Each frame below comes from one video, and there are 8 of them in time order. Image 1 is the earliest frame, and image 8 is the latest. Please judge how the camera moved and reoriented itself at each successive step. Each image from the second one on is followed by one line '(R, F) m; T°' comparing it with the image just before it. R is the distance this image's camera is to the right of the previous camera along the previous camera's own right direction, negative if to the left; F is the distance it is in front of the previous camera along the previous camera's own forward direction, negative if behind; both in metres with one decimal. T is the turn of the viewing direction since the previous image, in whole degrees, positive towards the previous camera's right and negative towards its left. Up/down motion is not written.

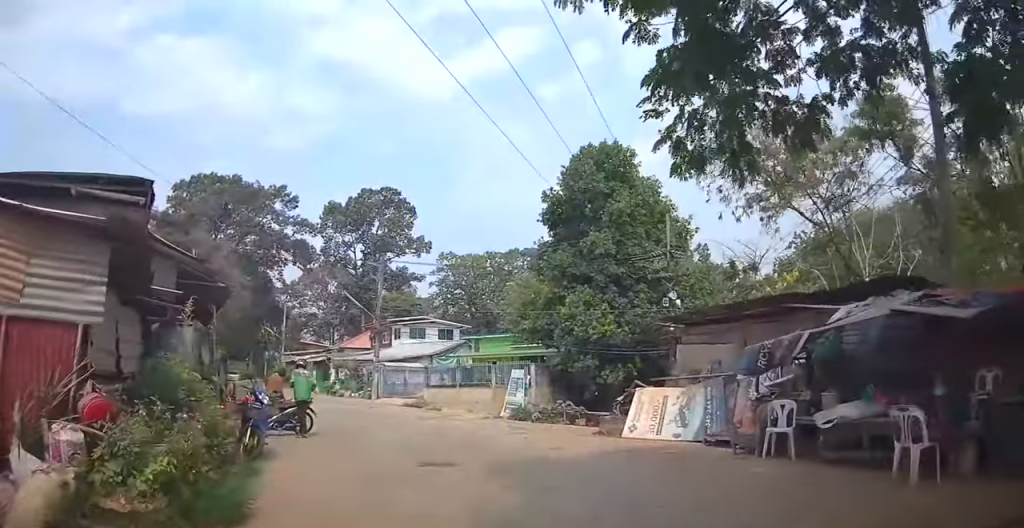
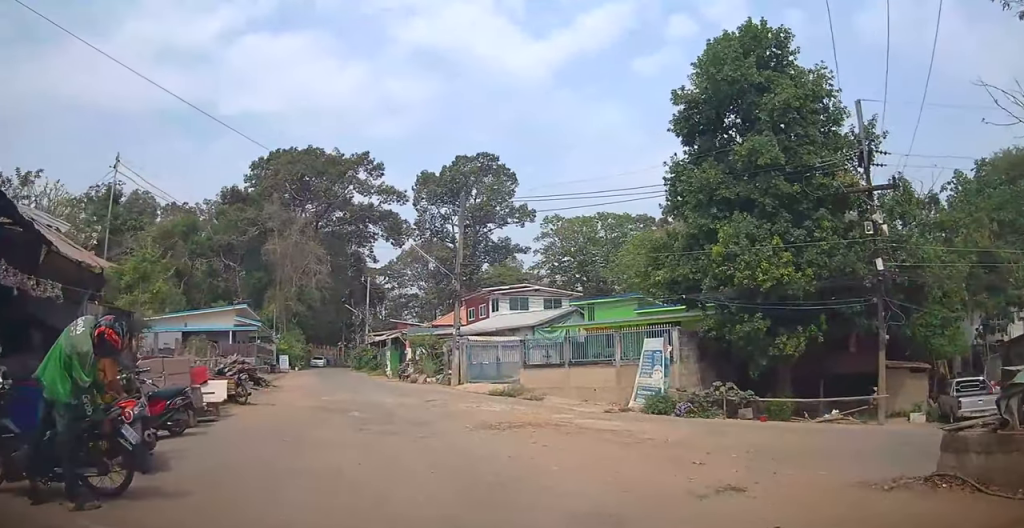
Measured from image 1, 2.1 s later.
(-0.5, +10.3) m; -10°
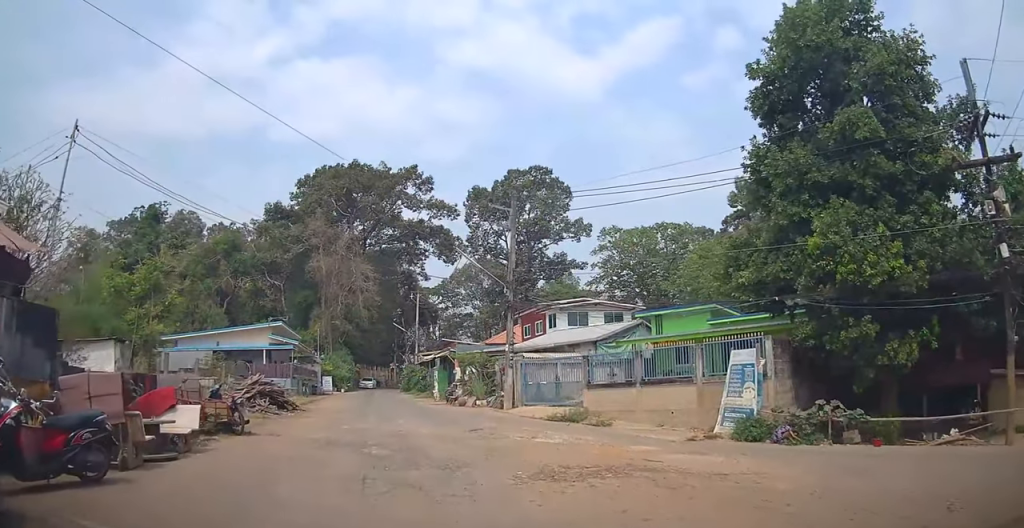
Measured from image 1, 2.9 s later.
(+0.1, +3.8) m; -1°
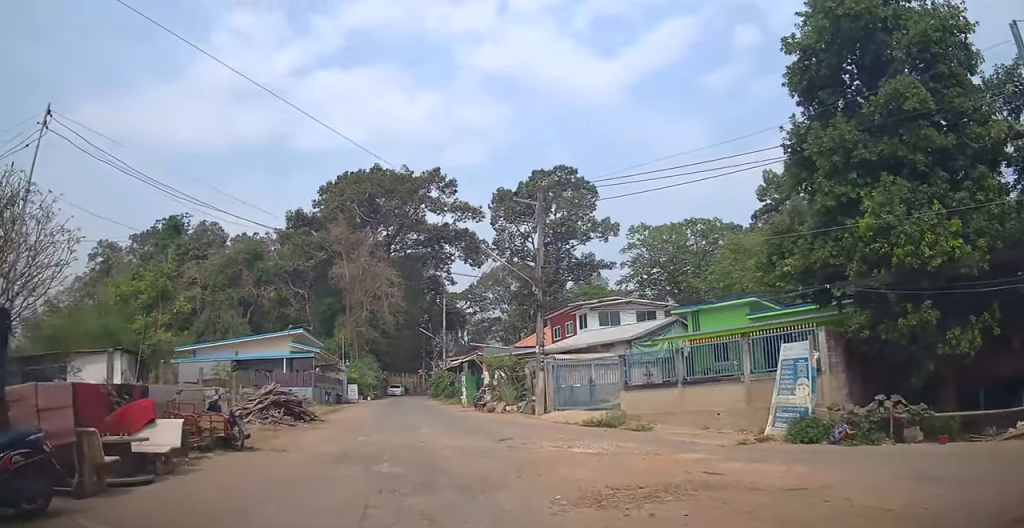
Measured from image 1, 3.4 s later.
(-0.1, +1.6) m; -3°
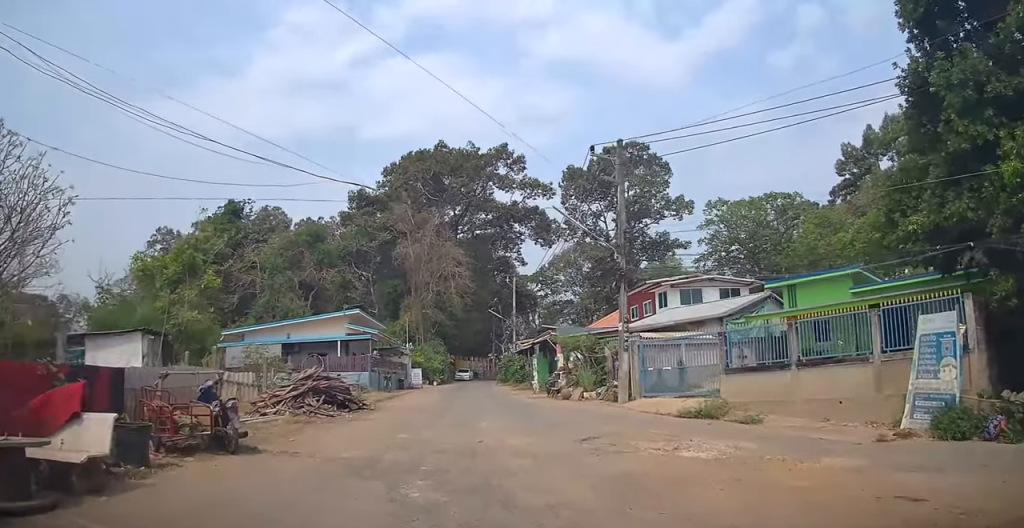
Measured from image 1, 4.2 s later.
(-0.1, +3.3) m; -7°
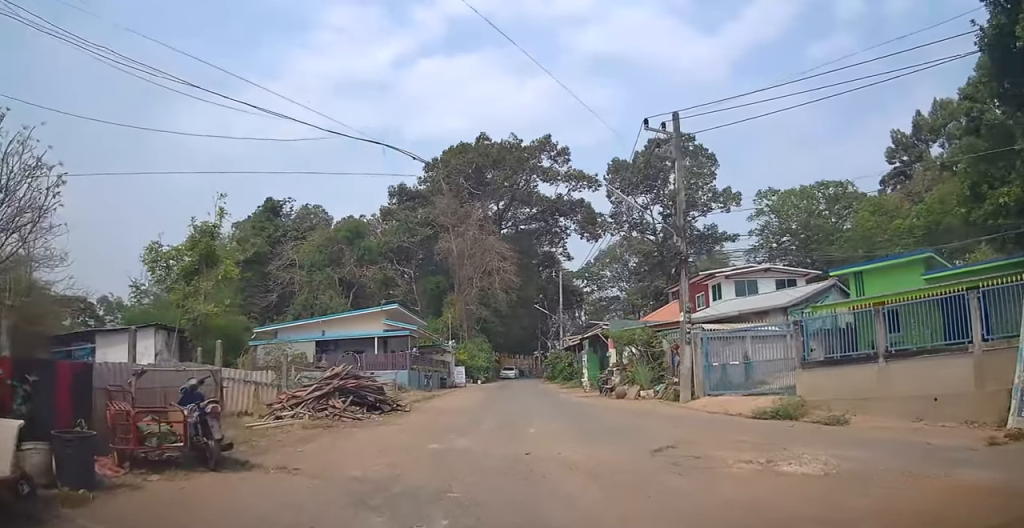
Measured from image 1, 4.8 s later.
(-0.2, +2.0) m; -5°
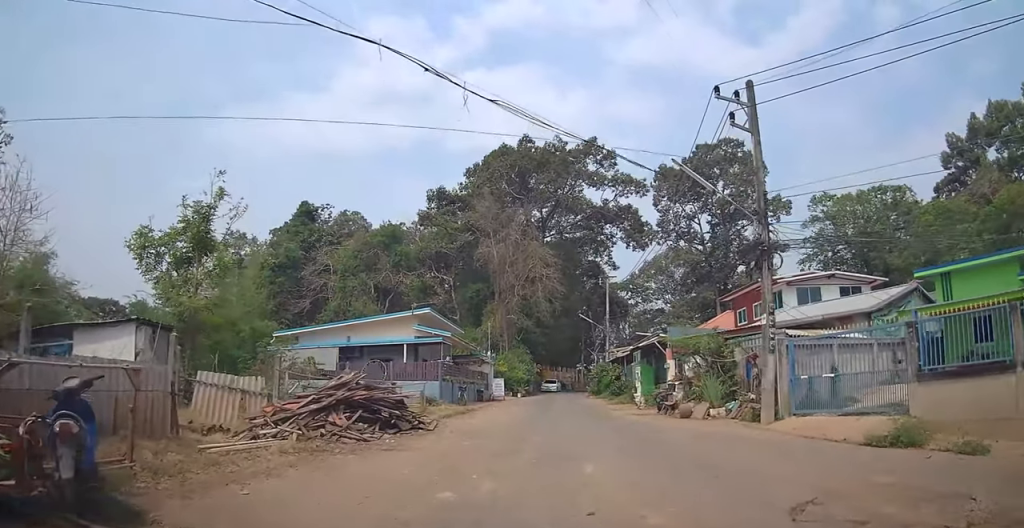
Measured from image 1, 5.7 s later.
(-0.1, +3.2) m; -2°
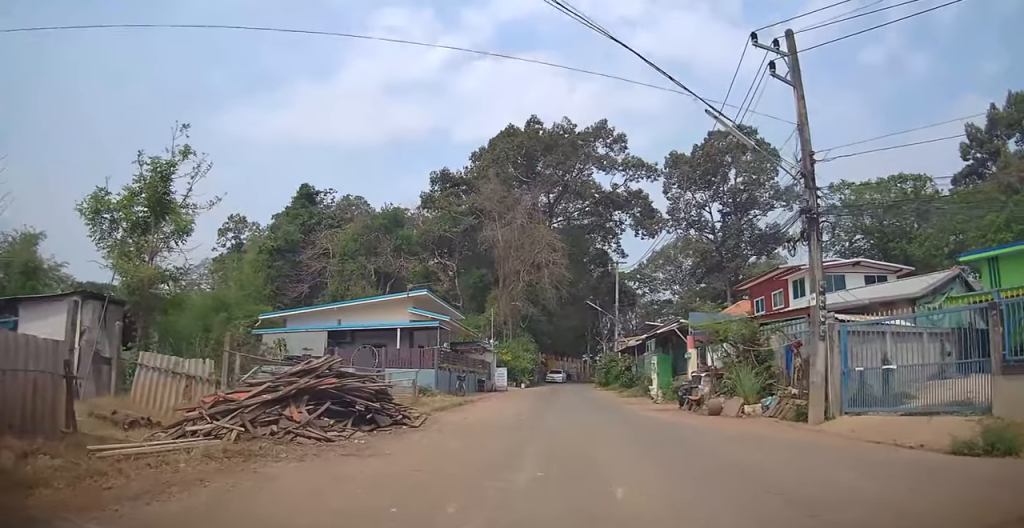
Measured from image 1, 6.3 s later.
(0.0, +2.3) m; -2°
